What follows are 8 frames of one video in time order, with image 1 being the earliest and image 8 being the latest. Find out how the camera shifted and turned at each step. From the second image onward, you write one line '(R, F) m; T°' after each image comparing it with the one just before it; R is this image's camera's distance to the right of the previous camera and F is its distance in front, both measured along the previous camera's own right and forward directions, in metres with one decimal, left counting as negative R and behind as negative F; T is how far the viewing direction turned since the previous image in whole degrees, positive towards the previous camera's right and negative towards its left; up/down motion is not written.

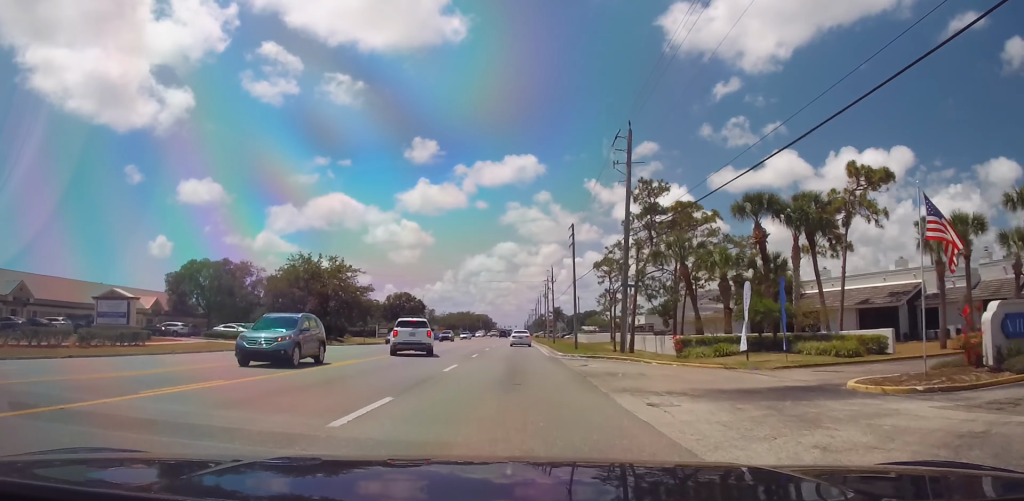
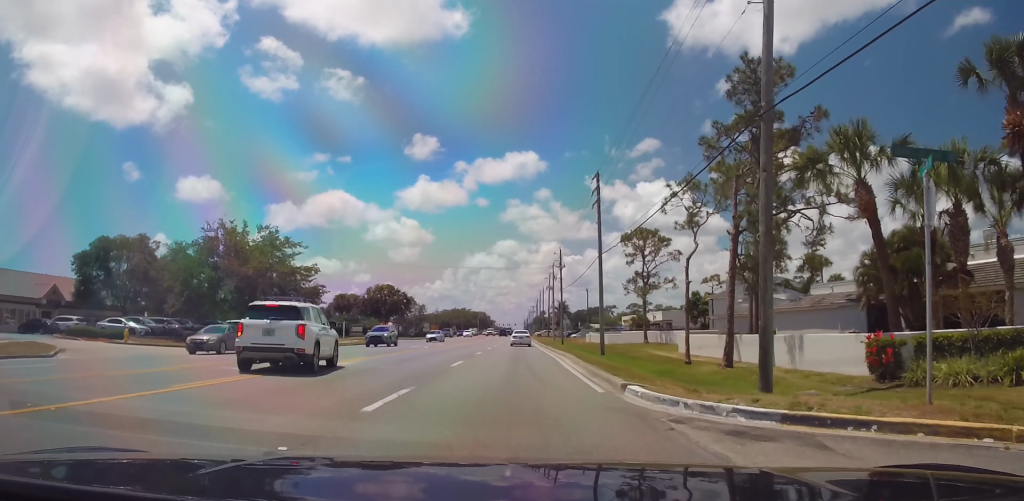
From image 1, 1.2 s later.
(+0.1, +20.6) m; +1°
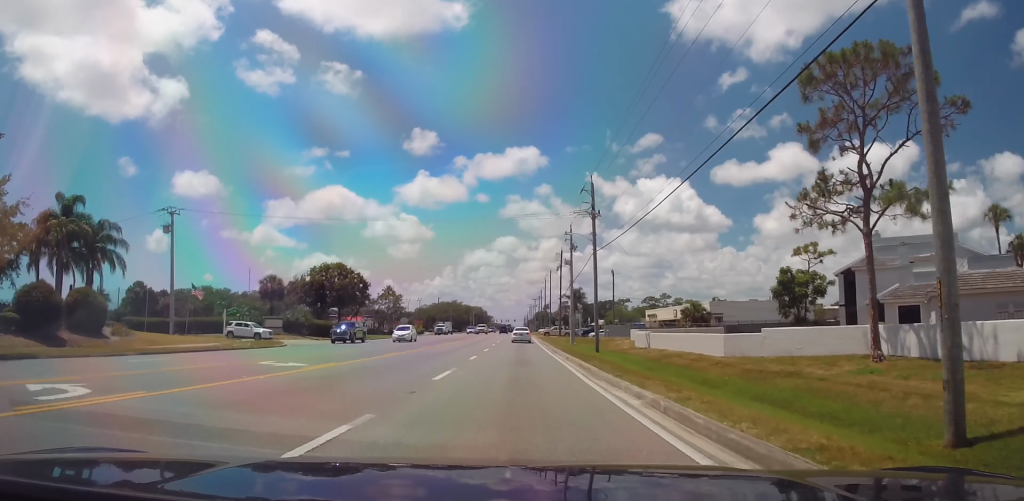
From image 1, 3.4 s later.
(+0.3, +37.9) m; +1°
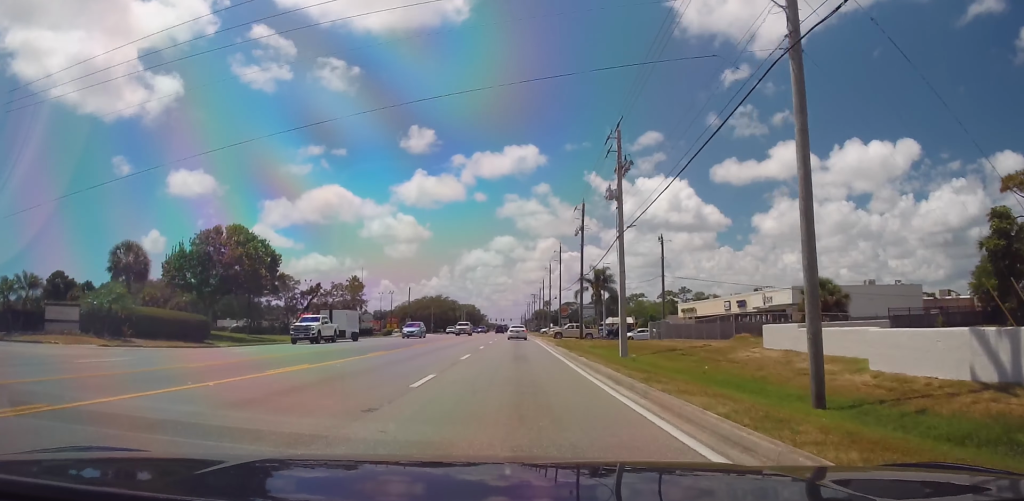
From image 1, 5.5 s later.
(-1.0, +36.5) m; -2°
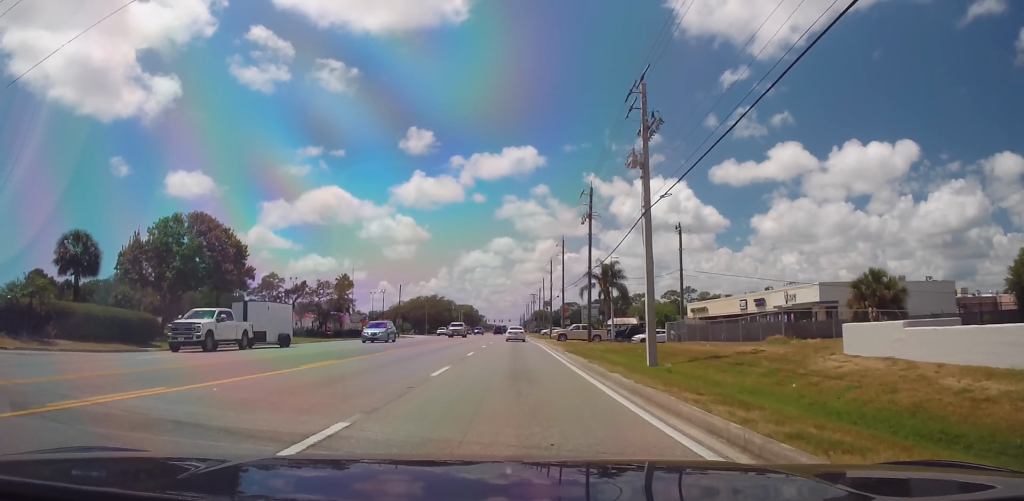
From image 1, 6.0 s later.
(+0.2, +7.8) m; +1°
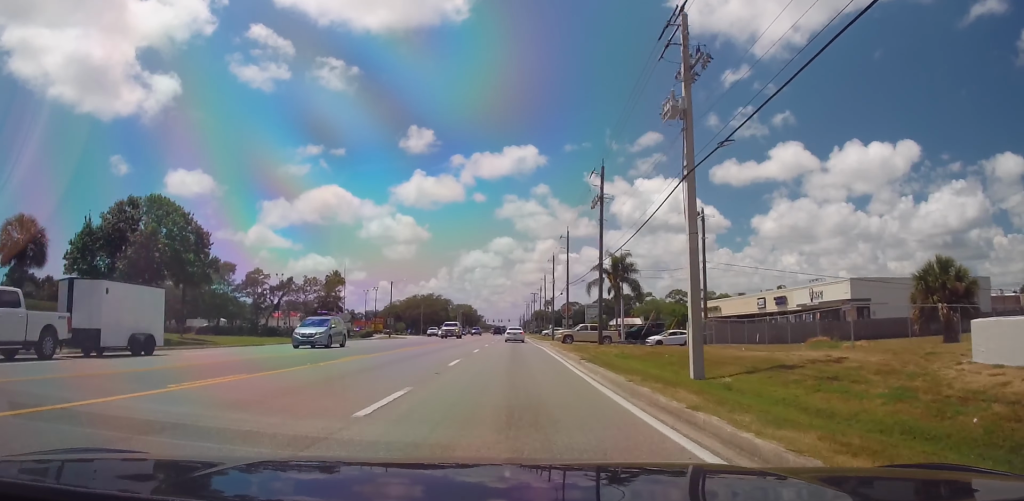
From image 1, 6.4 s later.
(+0.1, +7.3) m; +1°
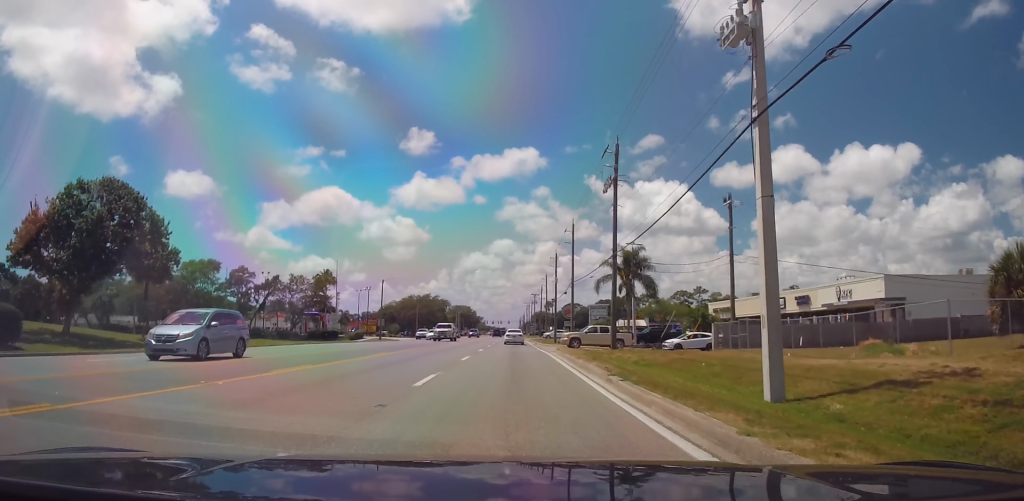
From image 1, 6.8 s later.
(0.0, +6.6) m; 0°
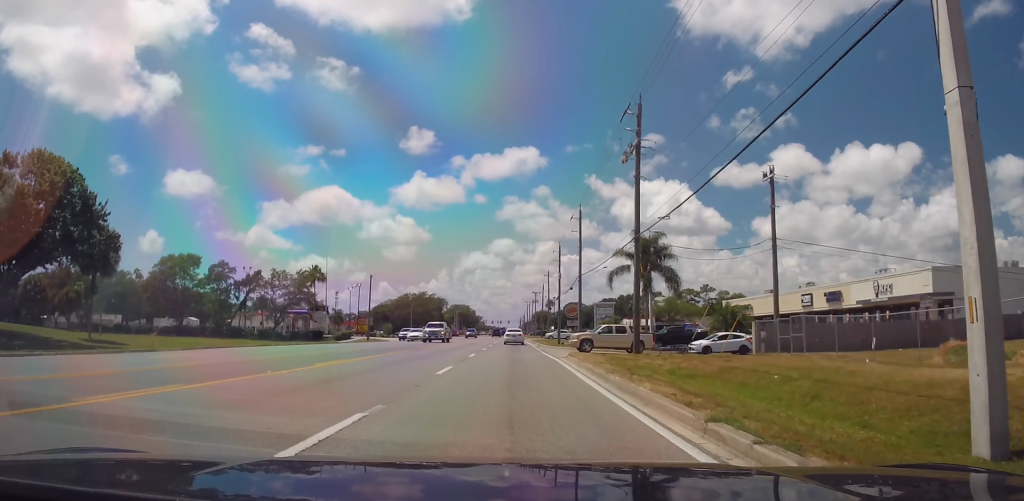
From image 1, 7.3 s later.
(0.0, +7.6) m; 0°
